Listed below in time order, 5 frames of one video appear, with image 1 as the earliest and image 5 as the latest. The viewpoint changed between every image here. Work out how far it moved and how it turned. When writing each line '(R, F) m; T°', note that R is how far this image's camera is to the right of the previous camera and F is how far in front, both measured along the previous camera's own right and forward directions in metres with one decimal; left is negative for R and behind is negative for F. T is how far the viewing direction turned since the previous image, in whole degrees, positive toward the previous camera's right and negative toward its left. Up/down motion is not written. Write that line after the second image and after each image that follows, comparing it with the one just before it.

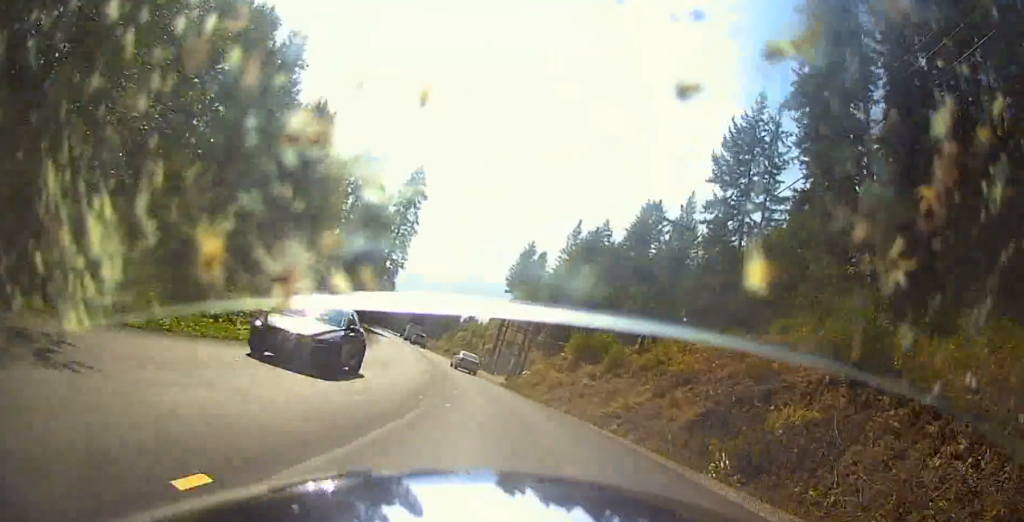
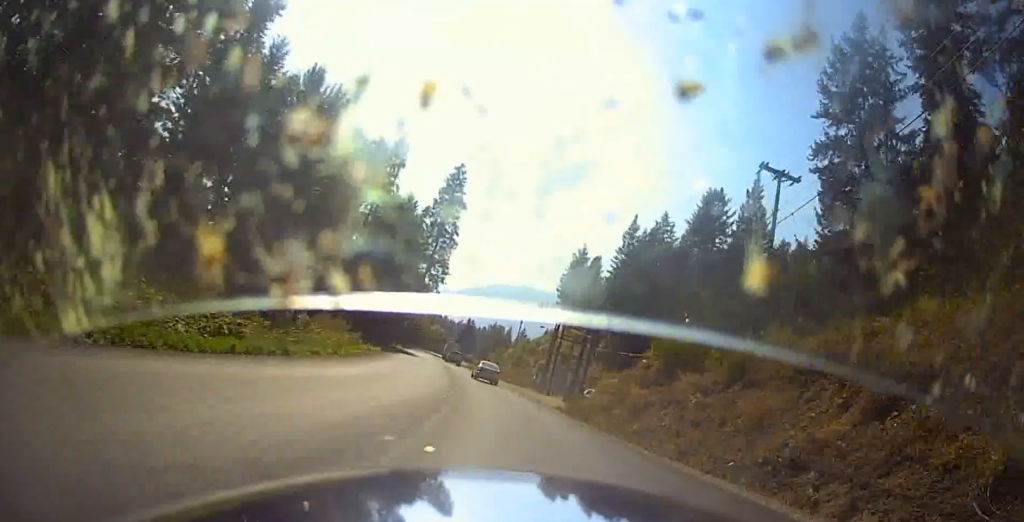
(-0.6, +12.8) m; -5°
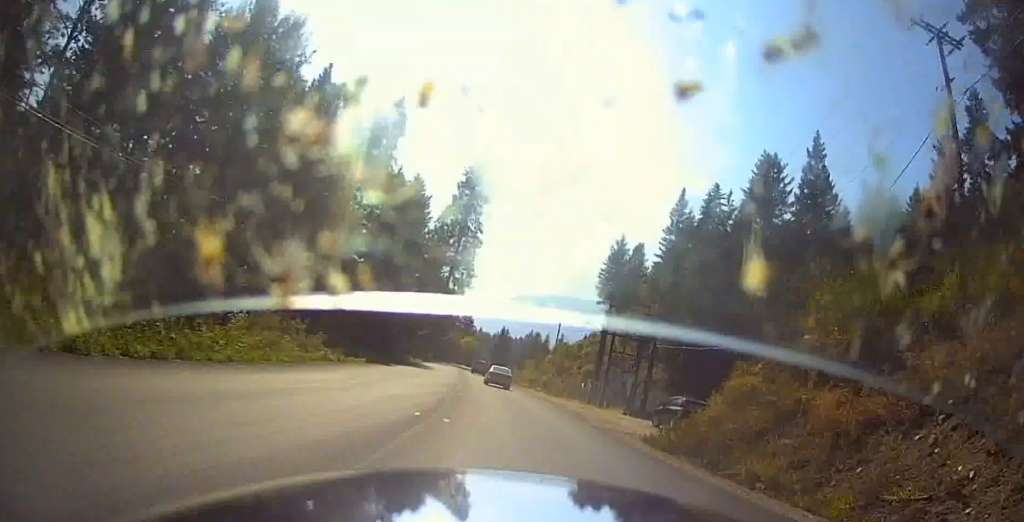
(-0.9, +14.2) m; -5°
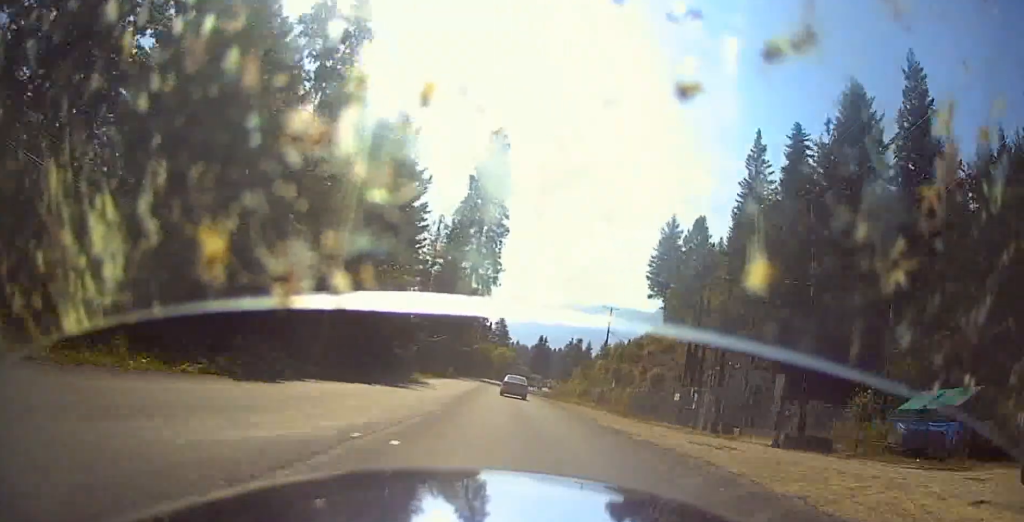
(-1.2, +21.0) m; -7°
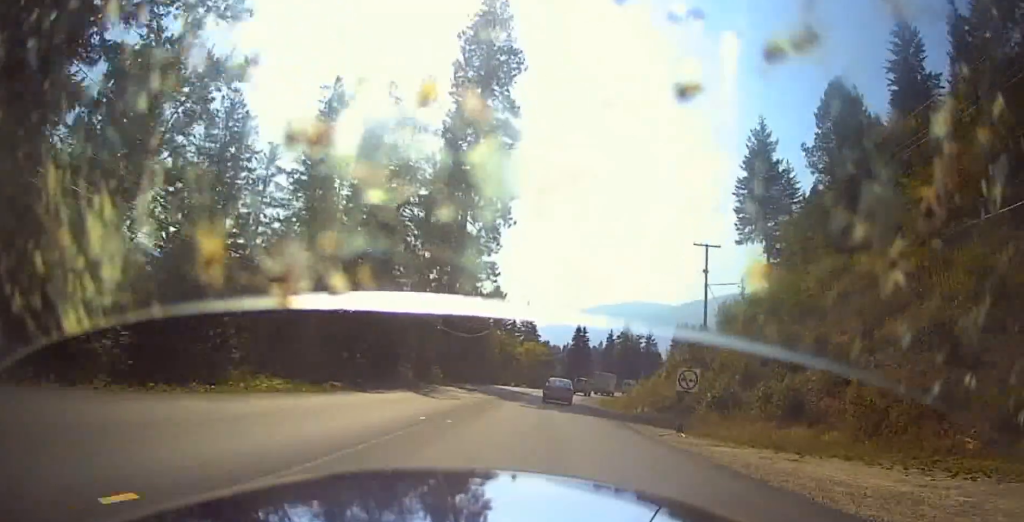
(-1.9, +43.5) m; 0°
